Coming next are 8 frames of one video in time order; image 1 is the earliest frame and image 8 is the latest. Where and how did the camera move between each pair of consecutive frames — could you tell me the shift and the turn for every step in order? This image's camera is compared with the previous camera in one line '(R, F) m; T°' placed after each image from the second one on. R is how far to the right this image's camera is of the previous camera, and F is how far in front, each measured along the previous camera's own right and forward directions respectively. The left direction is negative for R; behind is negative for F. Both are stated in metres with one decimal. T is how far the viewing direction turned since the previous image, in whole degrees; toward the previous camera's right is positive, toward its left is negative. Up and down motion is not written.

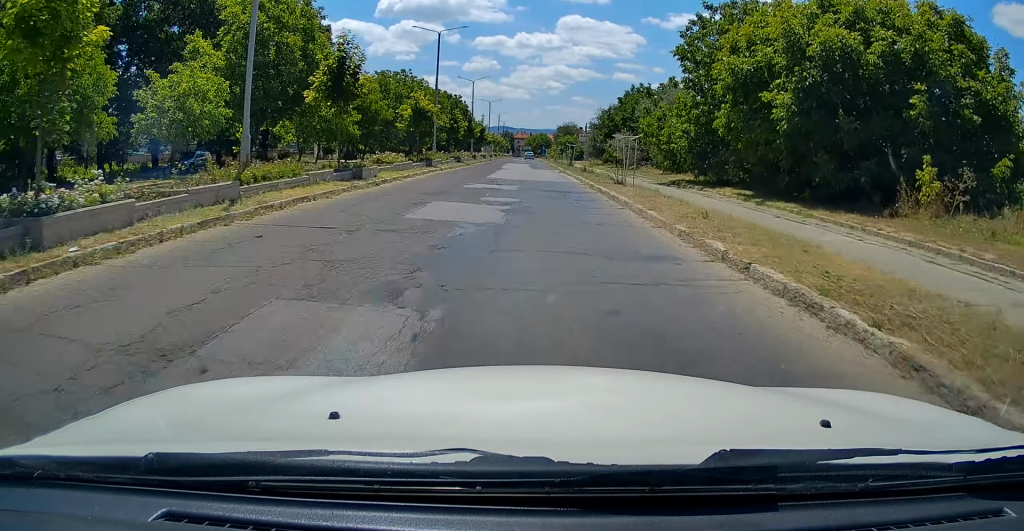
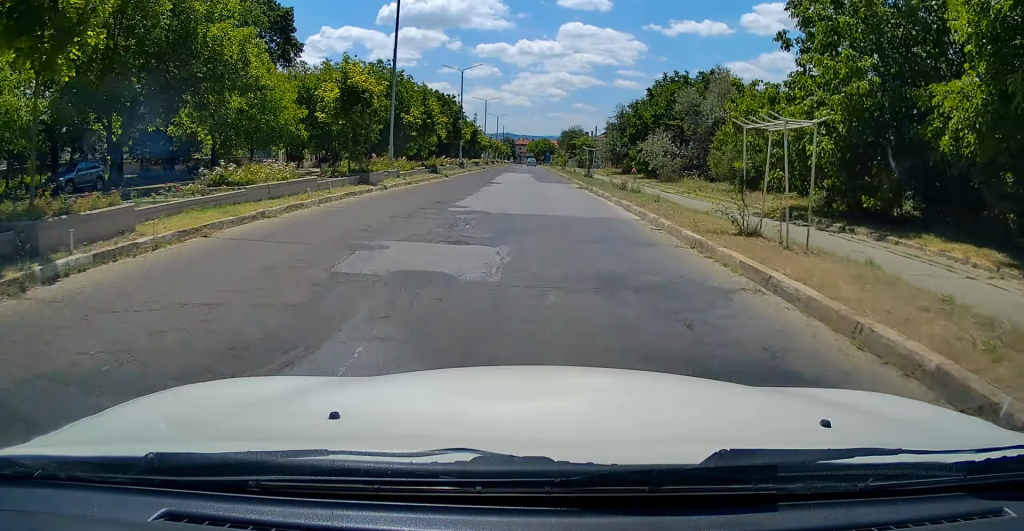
(-0.1, +14.9) m; 0°
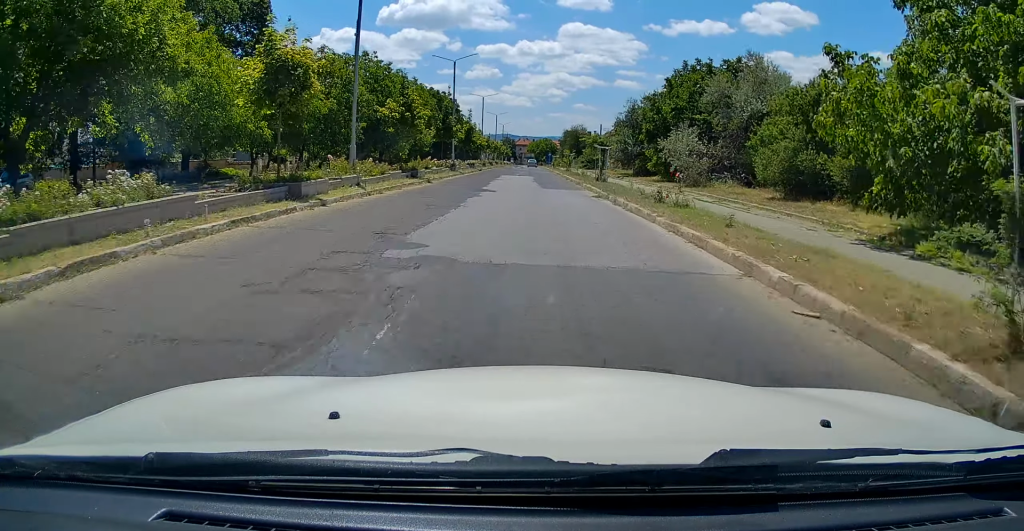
(0.0, +6.8) m; 0°
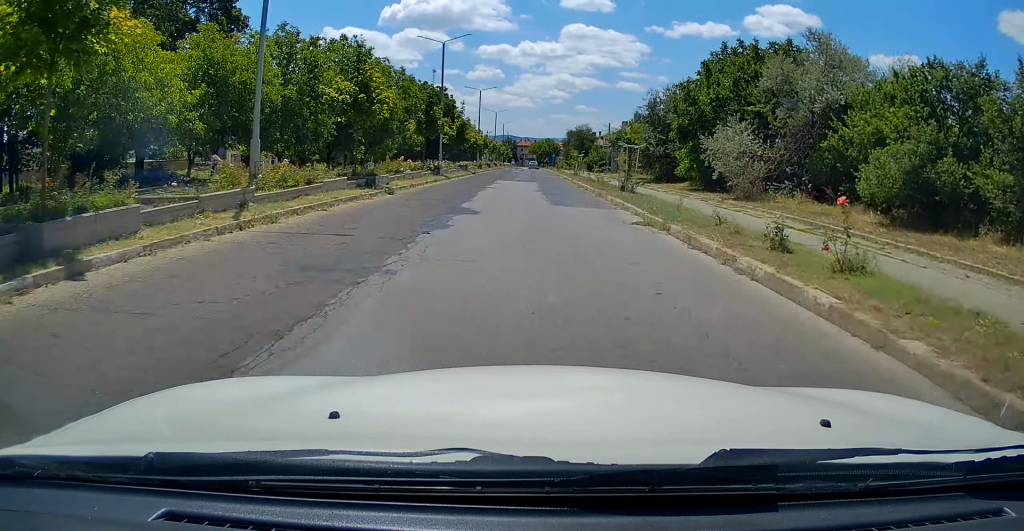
(0.0, +8.7) m; 0°
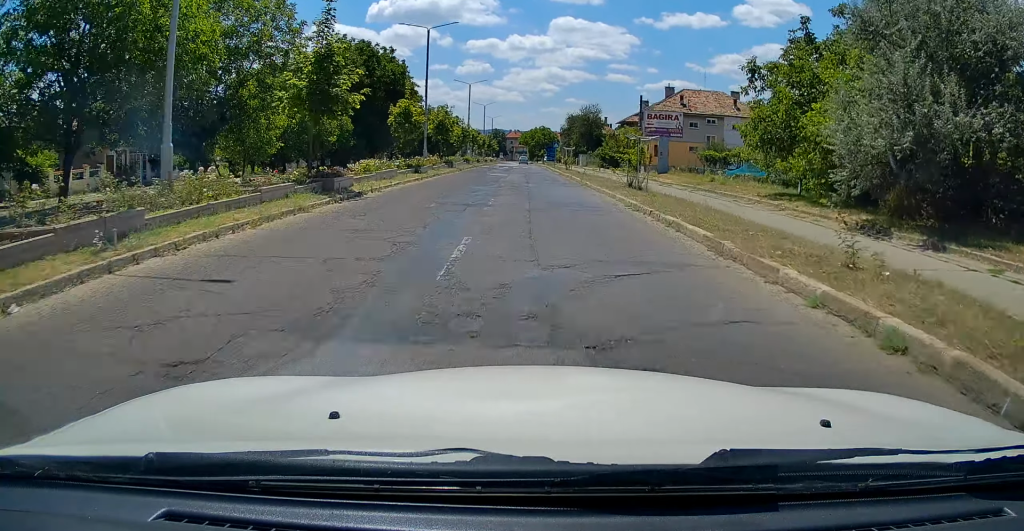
(0.0, +34.1) m; +1°
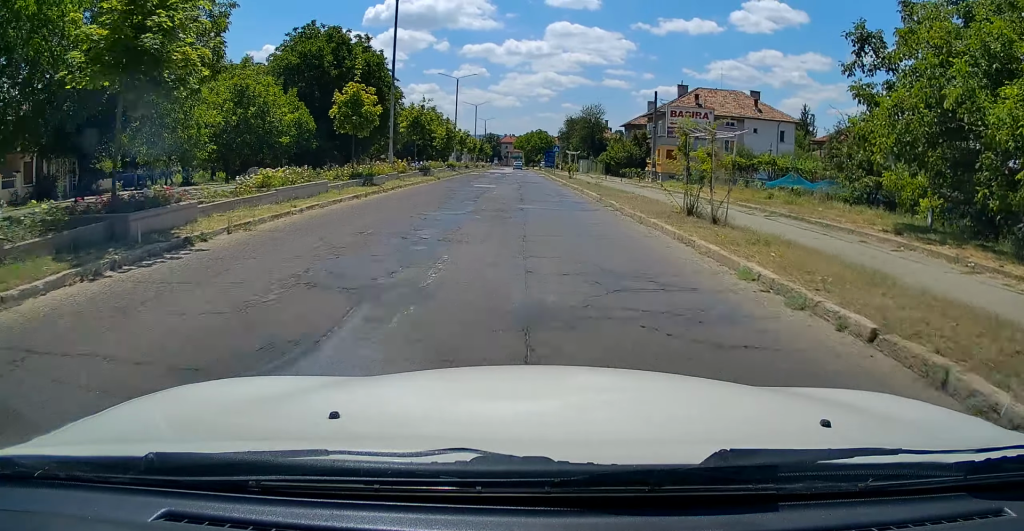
(+0.1, +9.6) m; 0°
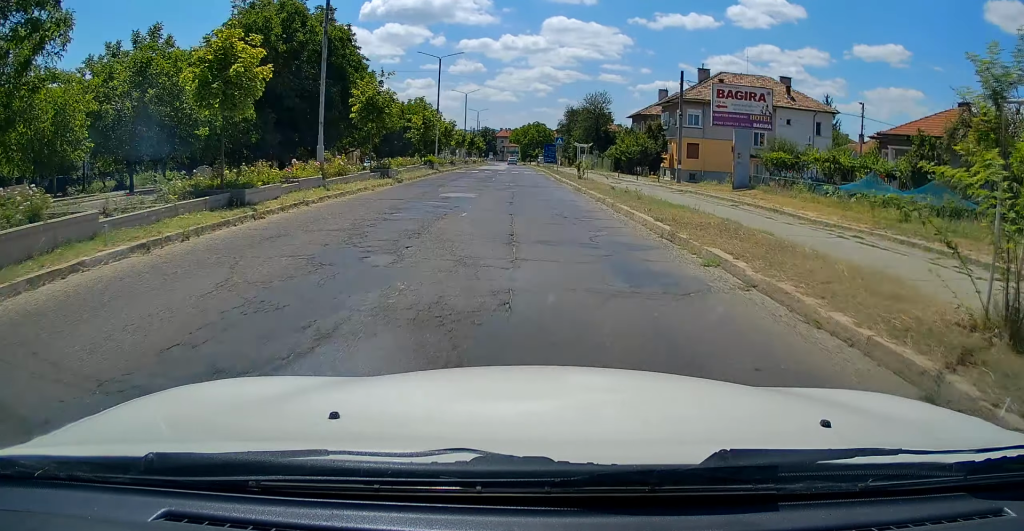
(0.0, +10.8) m; 0°
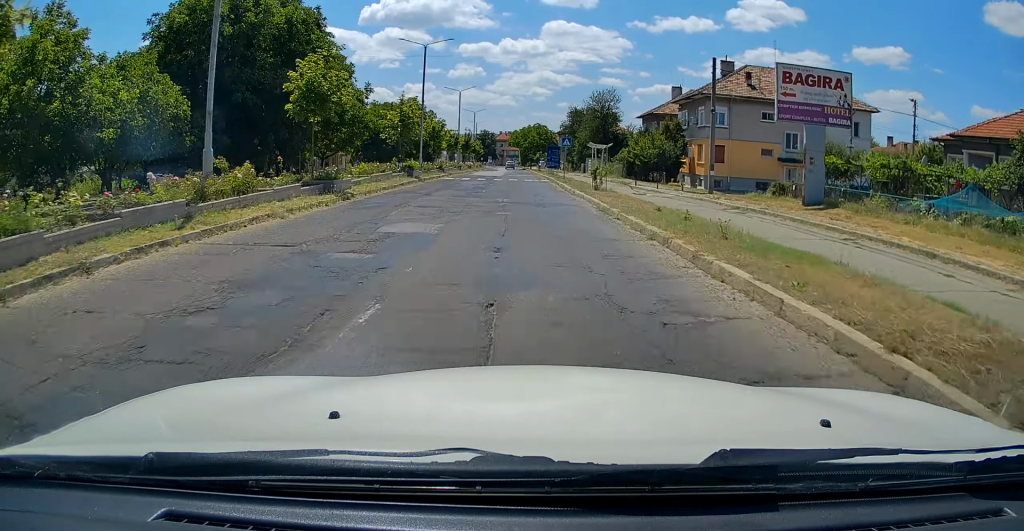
(0.0, +8.5) m; 0°
